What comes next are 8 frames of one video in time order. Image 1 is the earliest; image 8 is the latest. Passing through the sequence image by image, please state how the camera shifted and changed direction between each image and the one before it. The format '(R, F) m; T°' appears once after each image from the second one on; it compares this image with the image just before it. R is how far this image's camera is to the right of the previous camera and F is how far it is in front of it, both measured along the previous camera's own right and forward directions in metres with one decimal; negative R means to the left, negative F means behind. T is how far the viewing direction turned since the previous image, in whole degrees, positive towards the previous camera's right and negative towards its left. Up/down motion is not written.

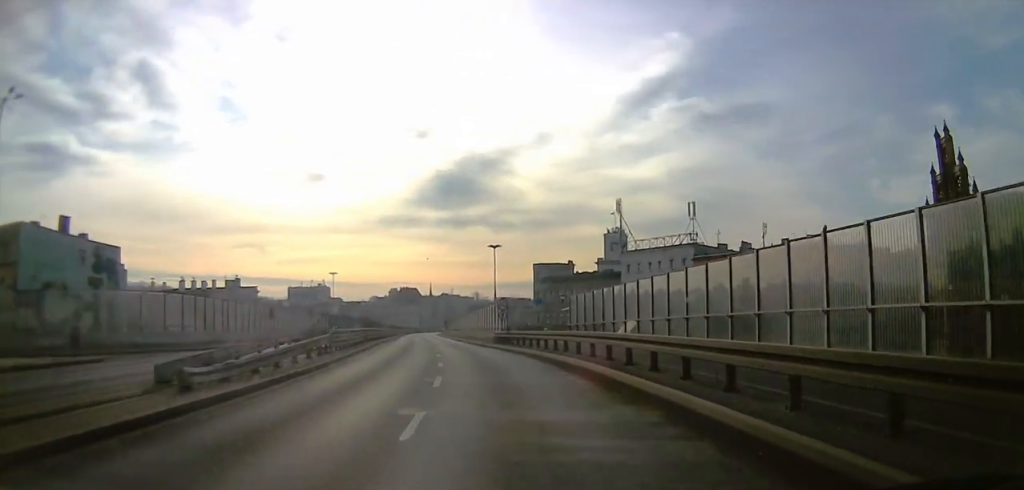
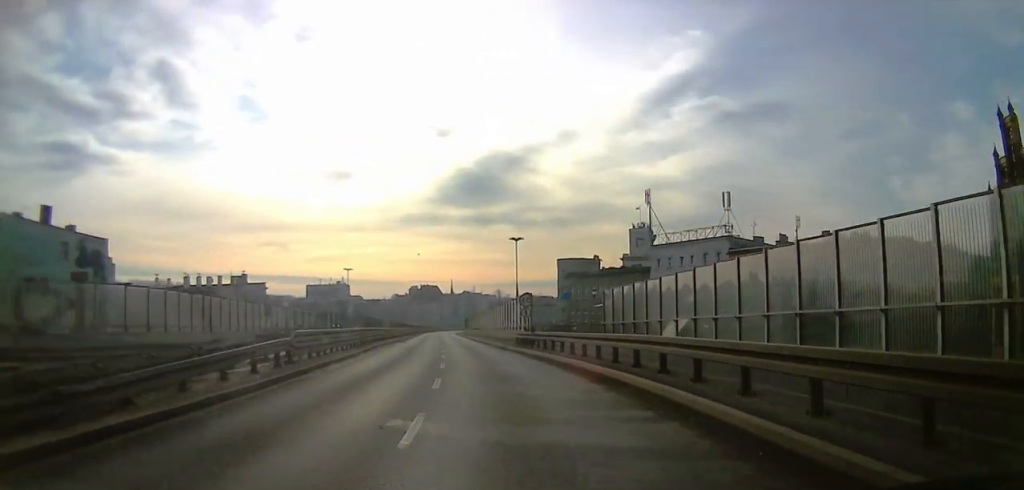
(-0.1, +6.1) m; -2°
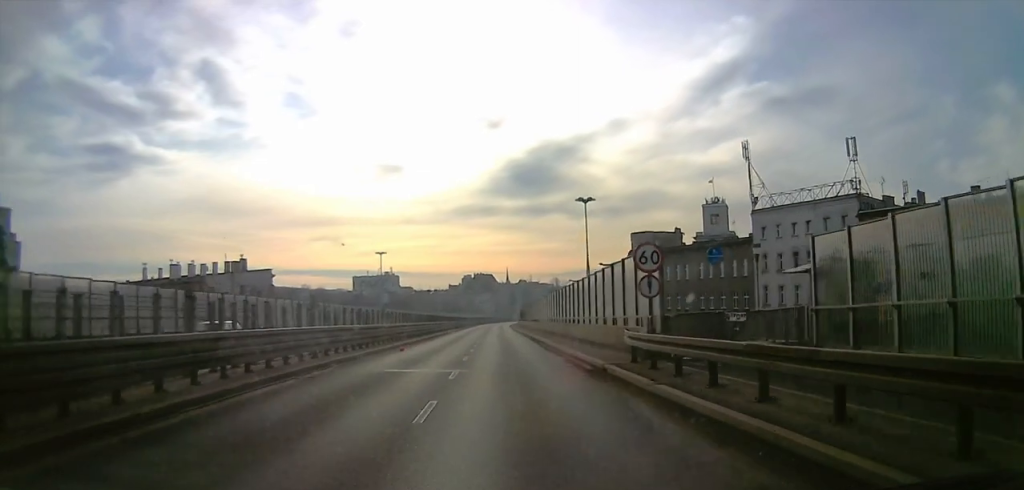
(-1.5, +21.4) m; -10°
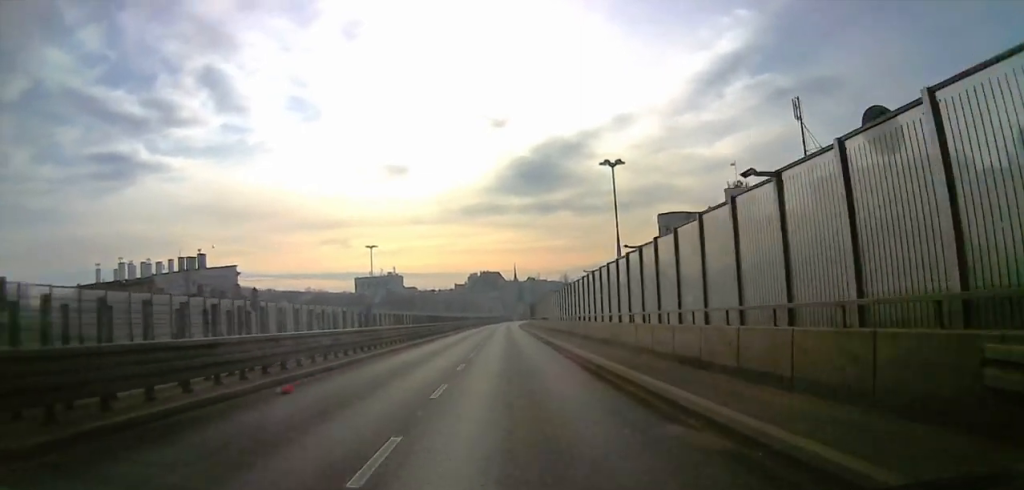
(-0.7, +15.1) m; +3°
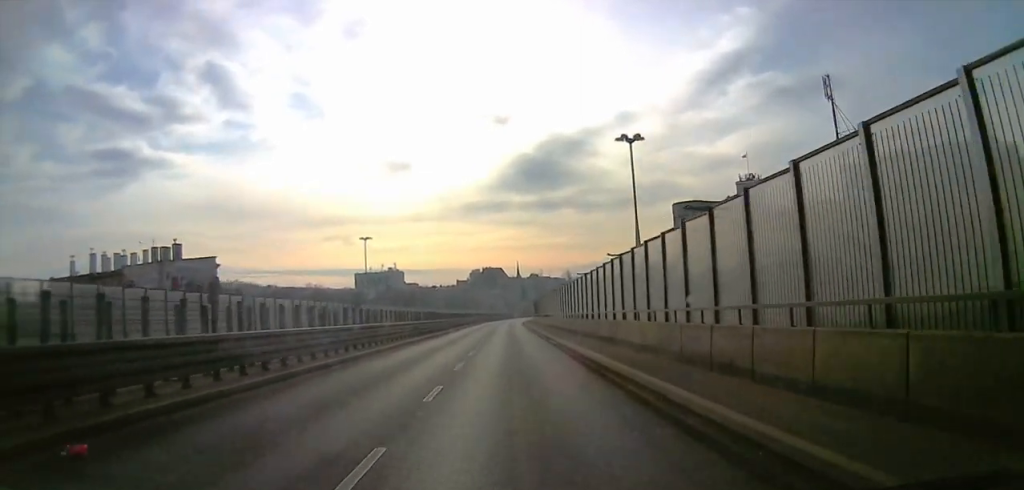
(+0.4, +6.9) m; +1°
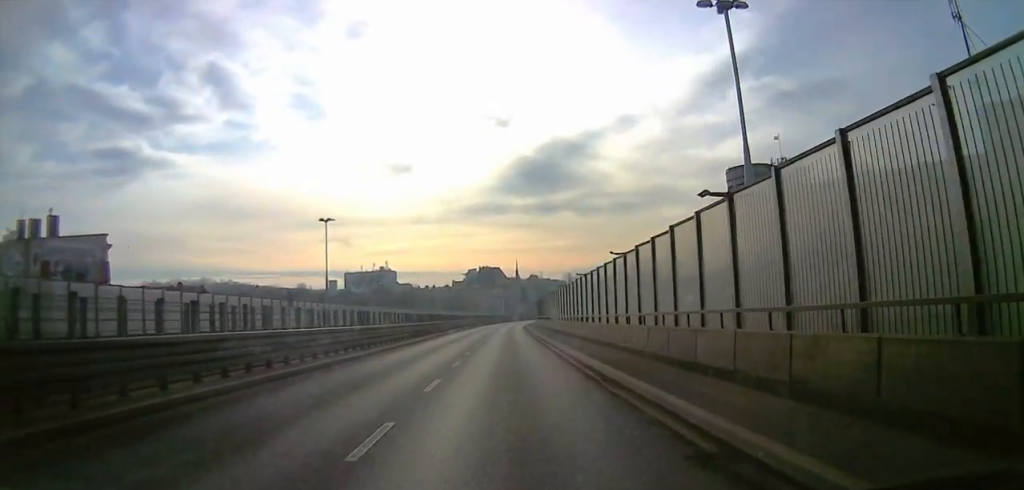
(+0.1, +22.7) m; -4°
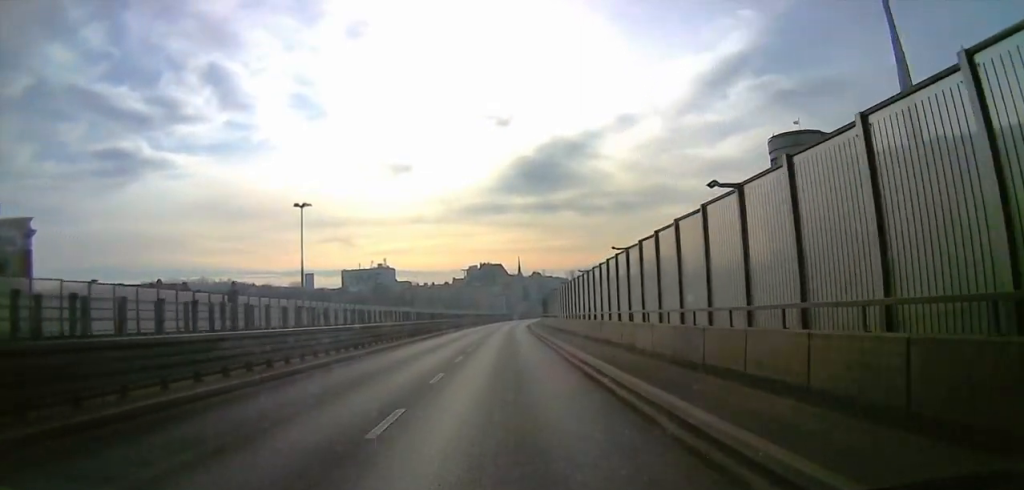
(-0.4, +11.0) m; -1°
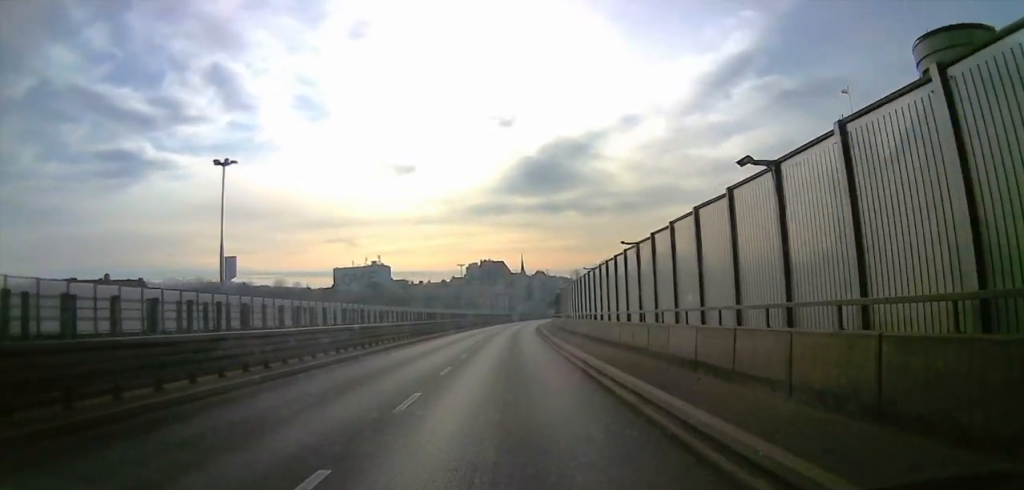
(+0.8, +22.9) m; +2°
